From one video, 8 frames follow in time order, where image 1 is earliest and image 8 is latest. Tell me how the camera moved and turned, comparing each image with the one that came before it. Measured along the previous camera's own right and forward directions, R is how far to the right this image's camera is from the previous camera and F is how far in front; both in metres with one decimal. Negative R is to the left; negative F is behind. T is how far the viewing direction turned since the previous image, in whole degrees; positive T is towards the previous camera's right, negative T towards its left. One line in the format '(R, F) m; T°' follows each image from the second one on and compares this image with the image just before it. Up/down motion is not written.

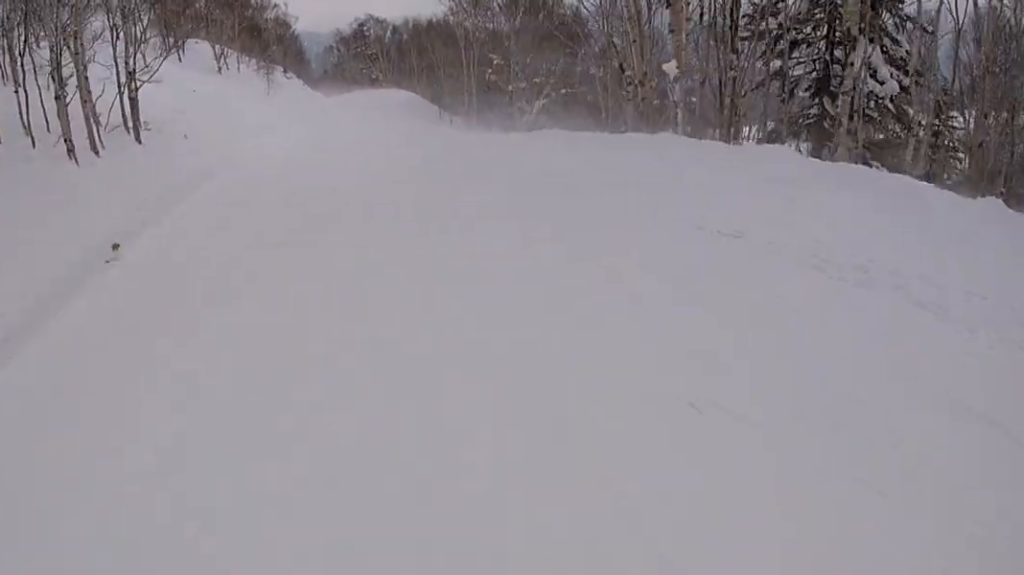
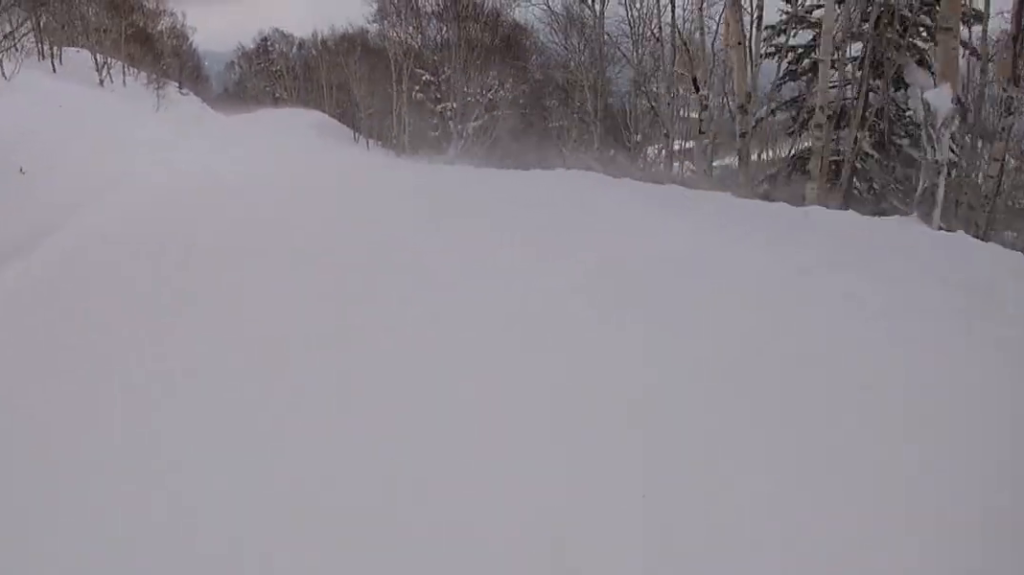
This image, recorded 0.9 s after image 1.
(+0.5, +6.6) m; -2°
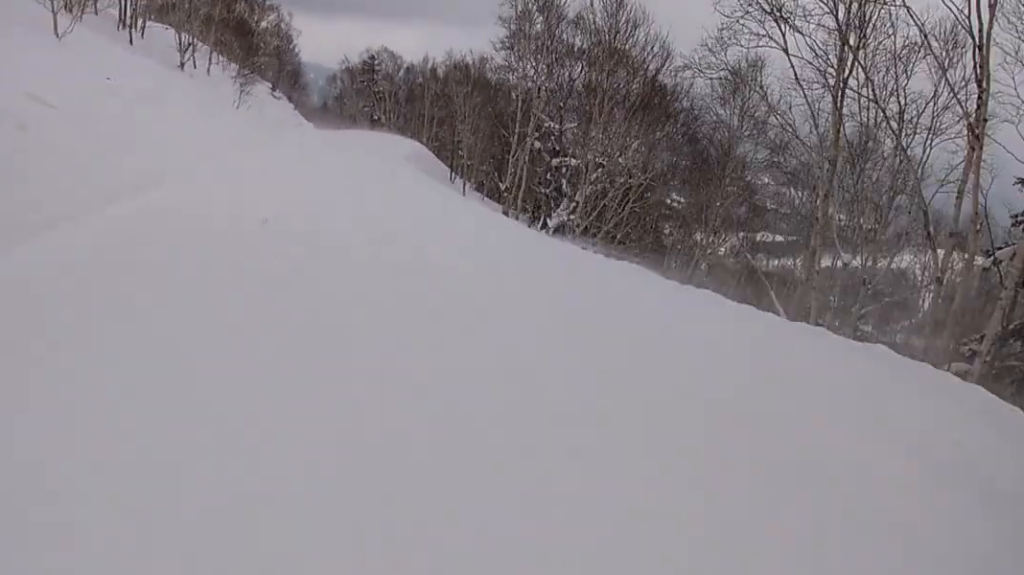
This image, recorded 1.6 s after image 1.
(-0.4, +6.0) m; -5°
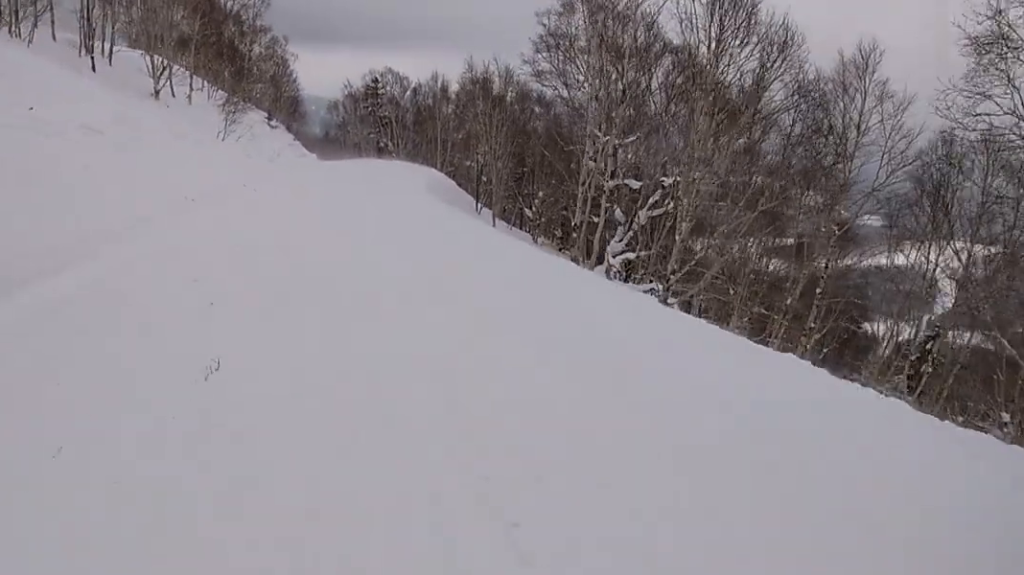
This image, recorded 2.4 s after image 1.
(-0.5, +6.3) m; -2°
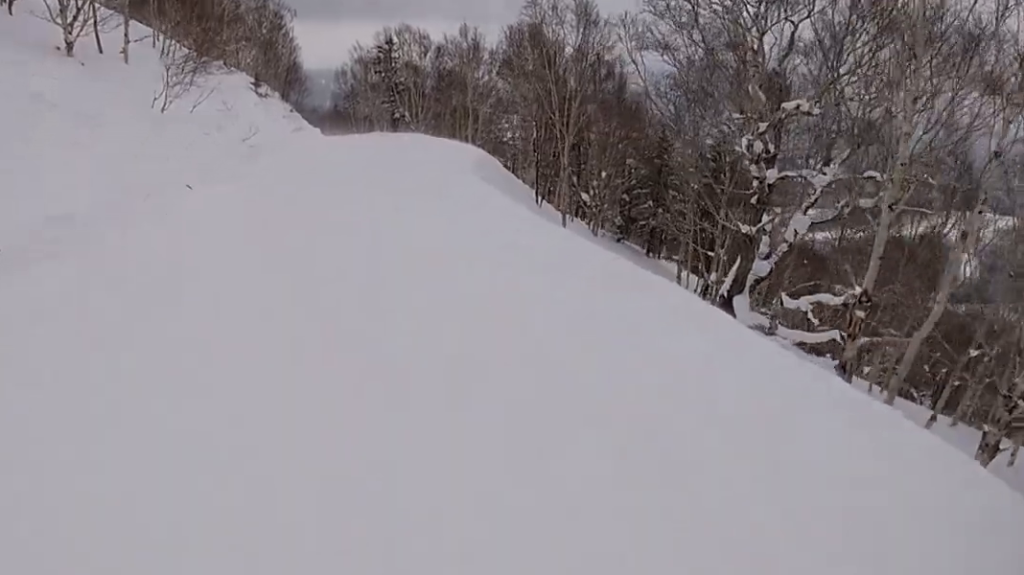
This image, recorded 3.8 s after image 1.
(+1.1, +10.8) m; +6°
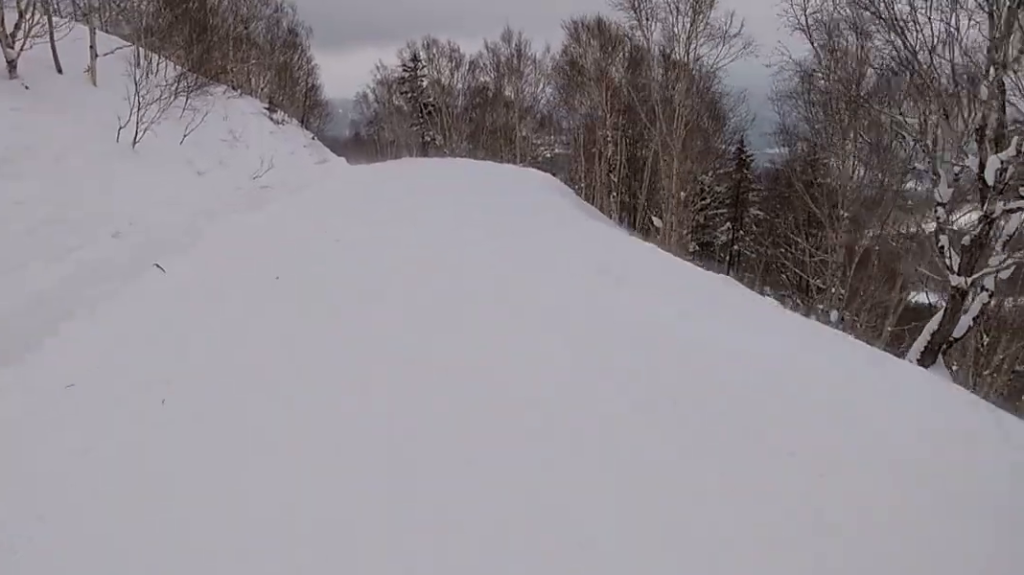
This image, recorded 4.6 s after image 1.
(-0.2, +6.3) m; +2°
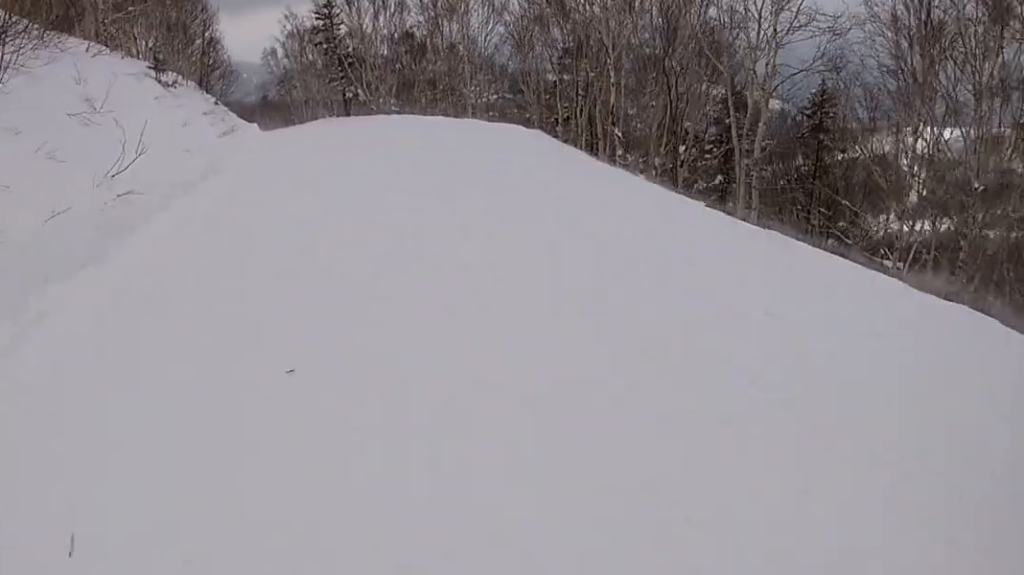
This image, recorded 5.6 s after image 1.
(+0.2, +7.1) m; +3°
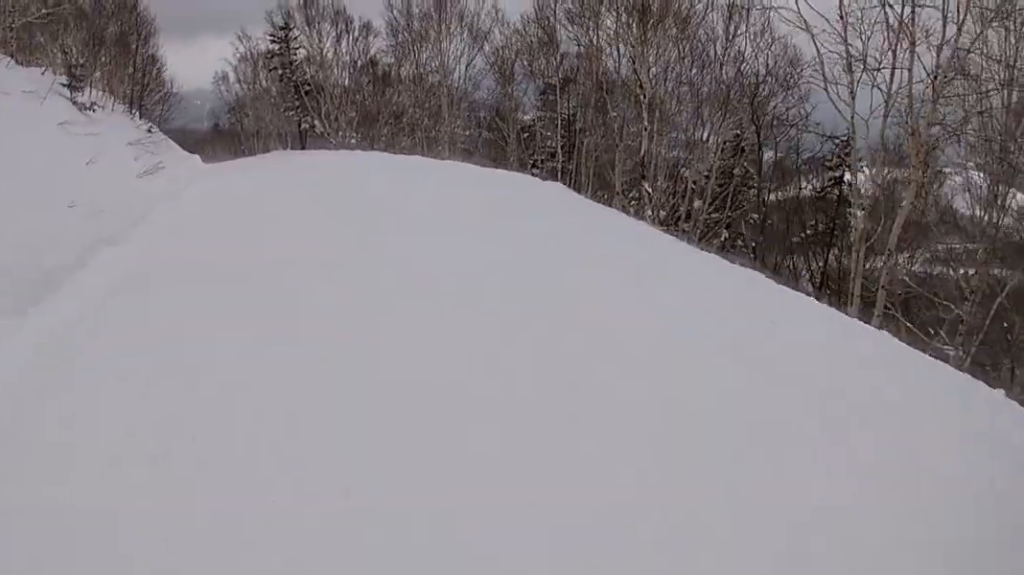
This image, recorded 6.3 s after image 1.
(+0.8, +5.2) m; 0°
